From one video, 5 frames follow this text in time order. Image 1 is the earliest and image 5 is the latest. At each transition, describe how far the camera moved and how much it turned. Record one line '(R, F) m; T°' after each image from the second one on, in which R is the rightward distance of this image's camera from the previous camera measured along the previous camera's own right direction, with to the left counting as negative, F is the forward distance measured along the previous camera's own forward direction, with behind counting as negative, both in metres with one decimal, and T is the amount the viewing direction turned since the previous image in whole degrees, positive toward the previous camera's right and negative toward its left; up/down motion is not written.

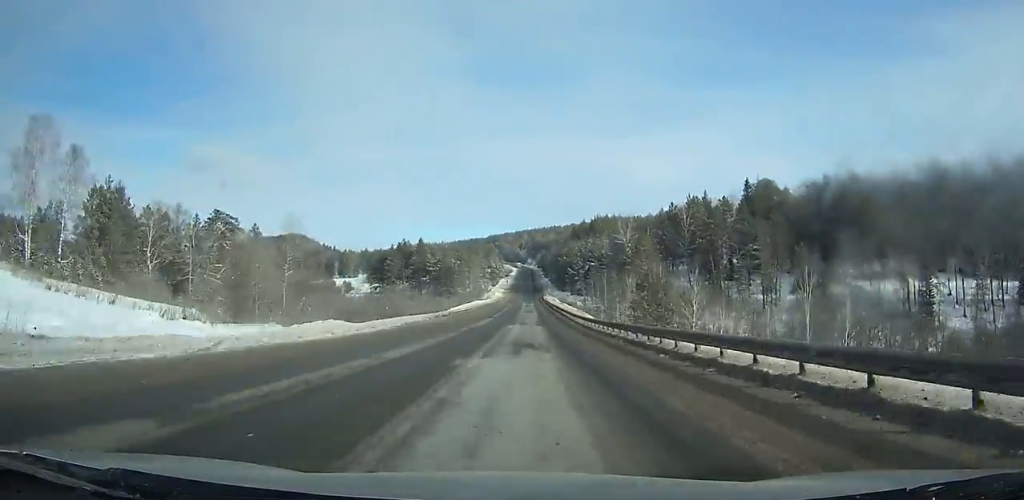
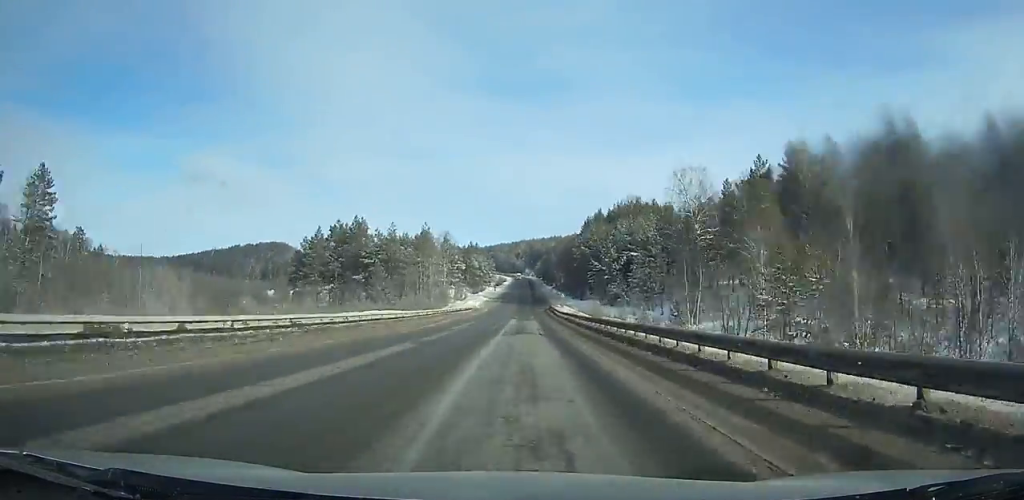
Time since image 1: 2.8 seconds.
(+0.1, +73.5) m; 0°
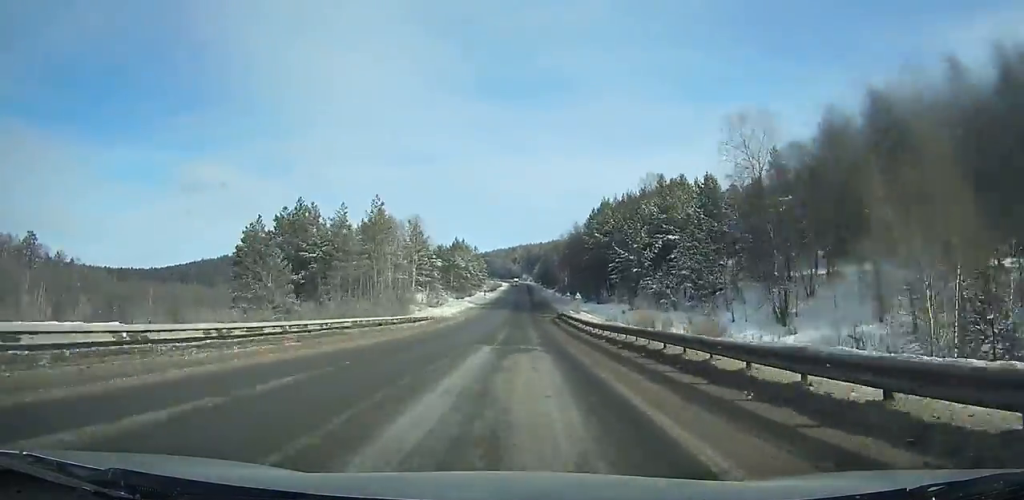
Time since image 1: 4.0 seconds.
(0.0, +31.5) m; 0°
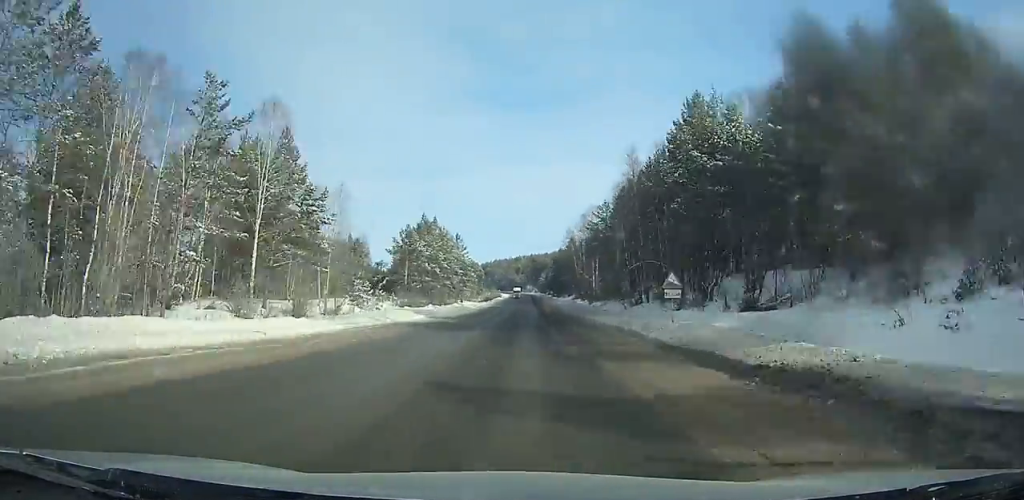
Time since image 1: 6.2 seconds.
(0.0, +57.1) m; 0°
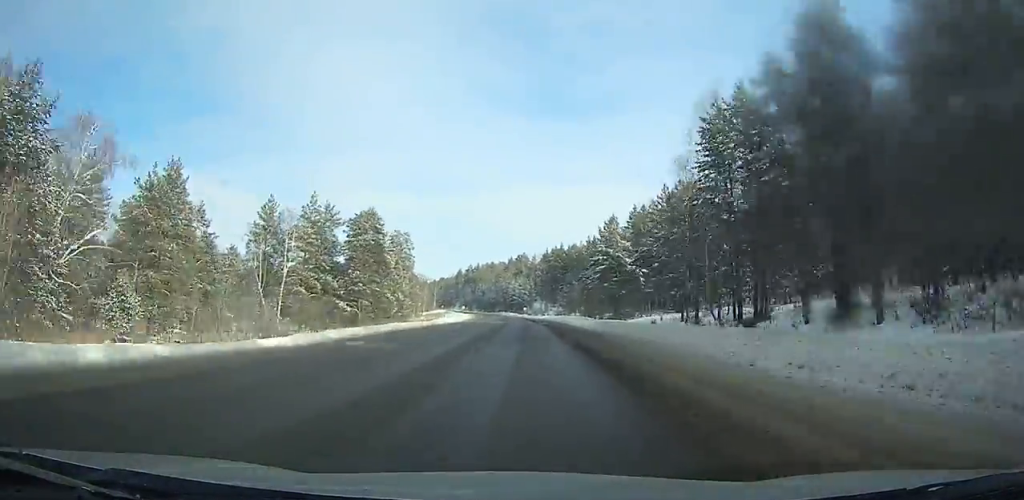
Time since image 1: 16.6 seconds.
(-1.6, +256.4) m; -1°
